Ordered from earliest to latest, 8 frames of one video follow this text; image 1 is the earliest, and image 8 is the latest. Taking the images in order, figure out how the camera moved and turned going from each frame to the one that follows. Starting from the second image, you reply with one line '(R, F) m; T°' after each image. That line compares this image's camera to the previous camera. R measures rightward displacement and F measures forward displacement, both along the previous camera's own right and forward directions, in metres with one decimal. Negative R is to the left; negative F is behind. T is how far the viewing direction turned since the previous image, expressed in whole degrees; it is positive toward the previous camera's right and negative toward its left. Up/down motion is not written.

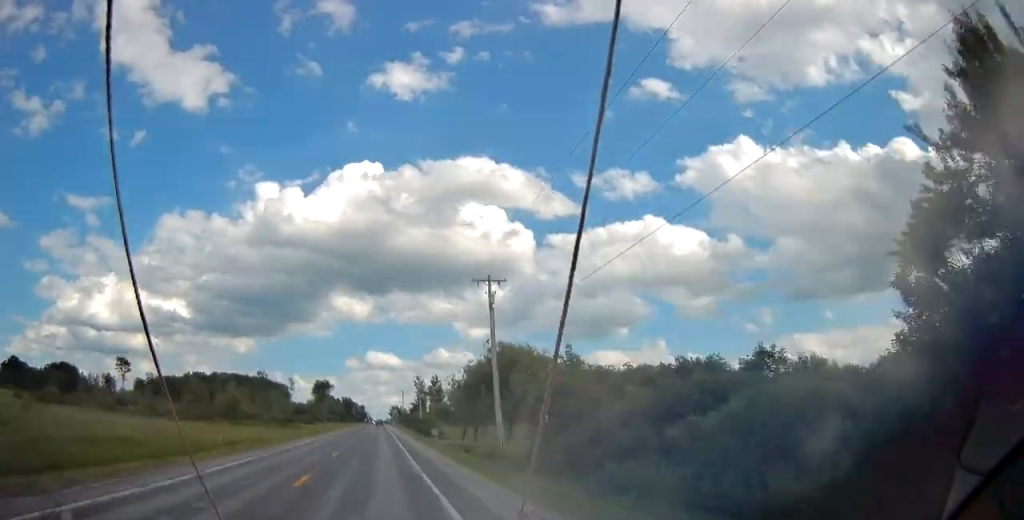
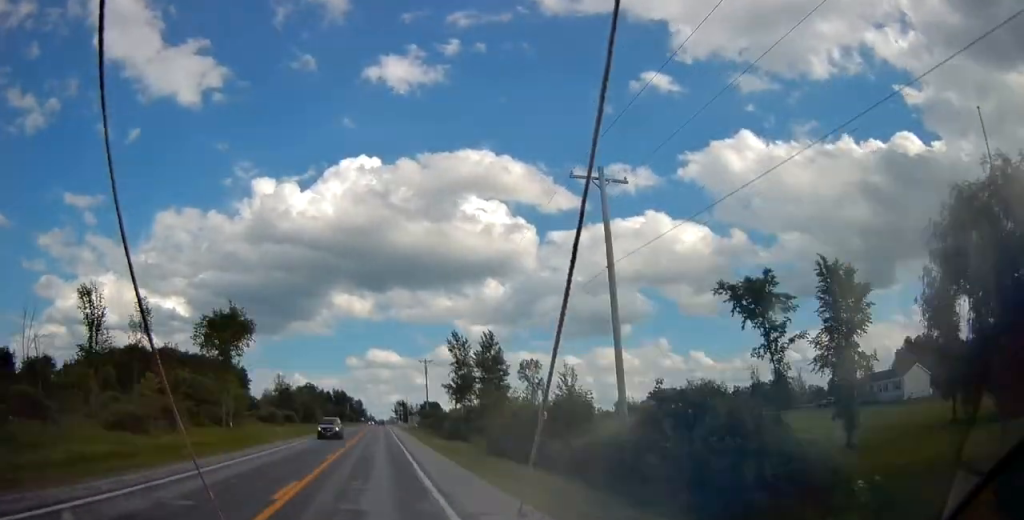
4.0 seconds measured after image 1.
(+0.2, +99.4) m; 0°
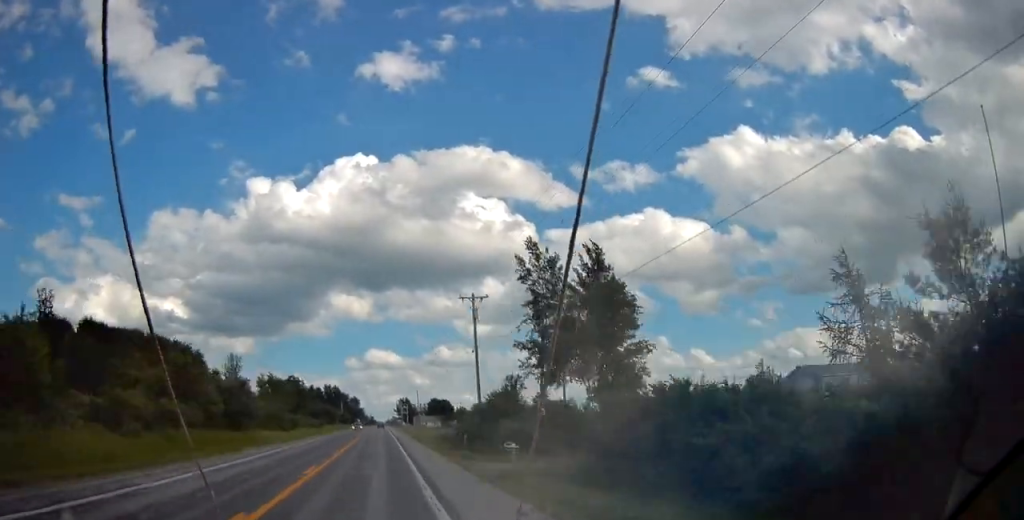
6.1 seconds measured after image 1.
(+0.2, +53.4) m; 0°
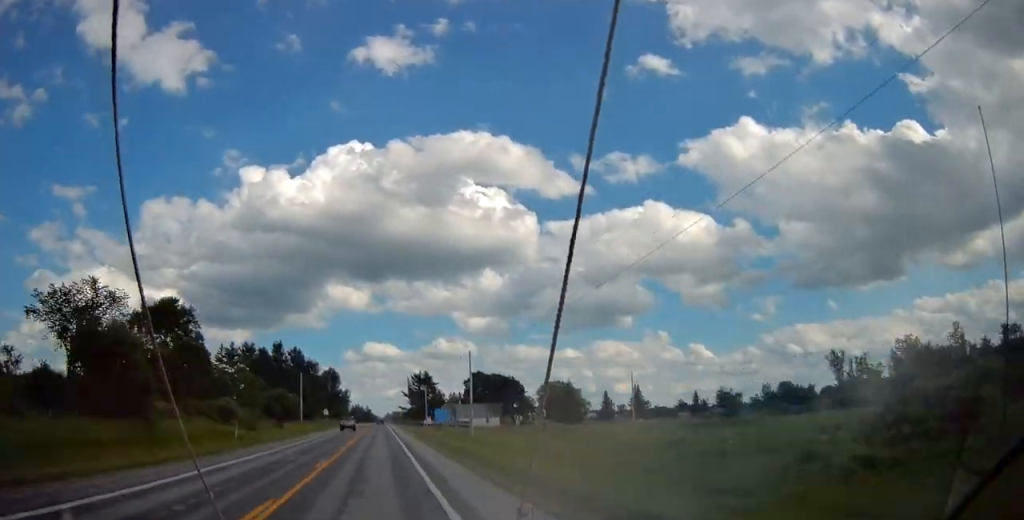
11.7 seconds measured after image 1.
(-0.8, +142.3) m; 0°
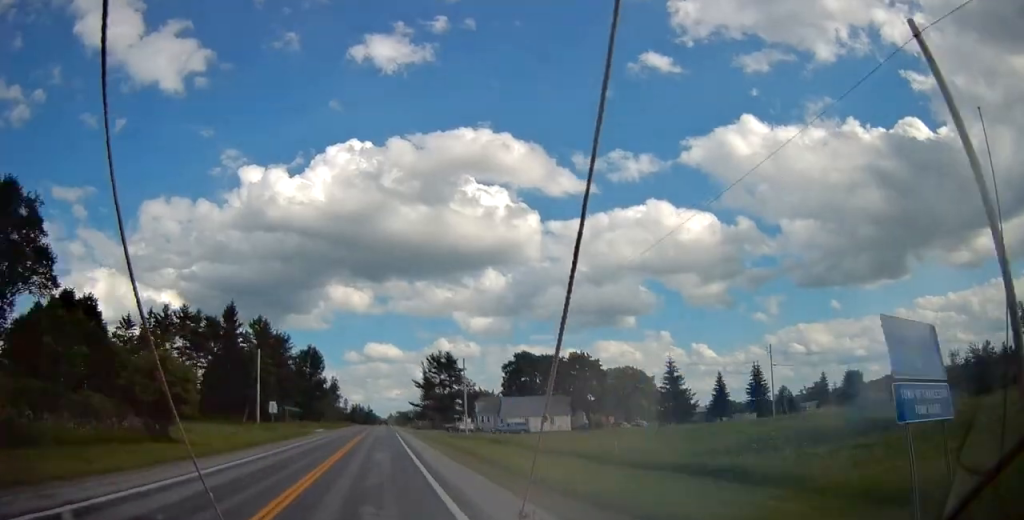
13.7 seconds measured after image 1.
(-0.1, +51.3) m; 0°
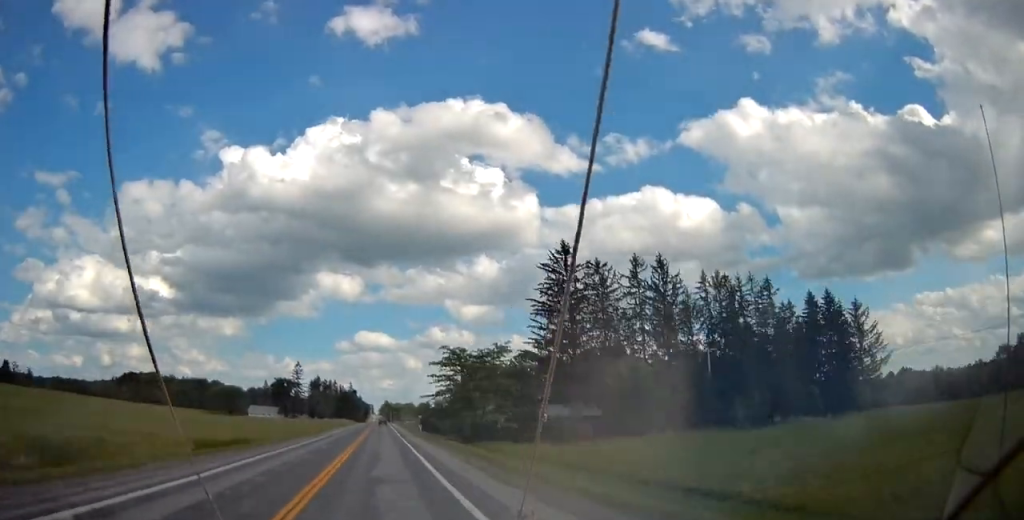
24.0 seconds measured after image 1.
(+2.3, +264.6) m; +1°
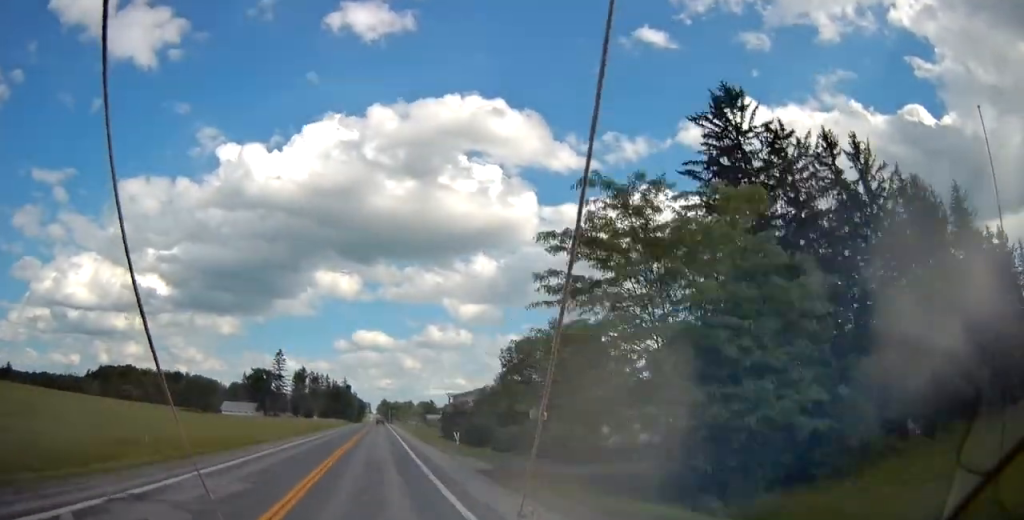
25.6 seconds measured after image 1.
(0.0, +41.1) m; 0°
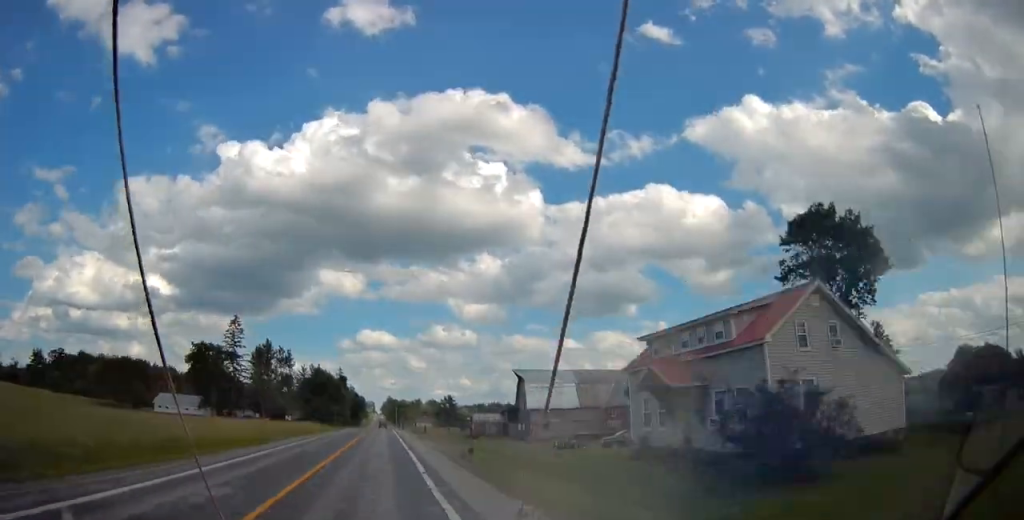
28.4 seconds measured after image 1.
(0.0, +71.8) m; 0°
